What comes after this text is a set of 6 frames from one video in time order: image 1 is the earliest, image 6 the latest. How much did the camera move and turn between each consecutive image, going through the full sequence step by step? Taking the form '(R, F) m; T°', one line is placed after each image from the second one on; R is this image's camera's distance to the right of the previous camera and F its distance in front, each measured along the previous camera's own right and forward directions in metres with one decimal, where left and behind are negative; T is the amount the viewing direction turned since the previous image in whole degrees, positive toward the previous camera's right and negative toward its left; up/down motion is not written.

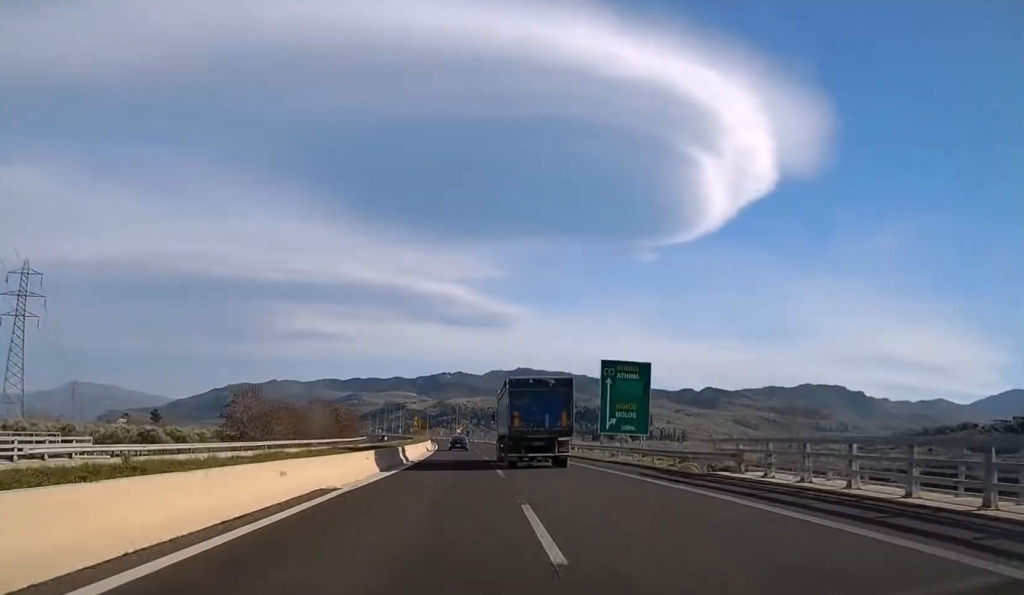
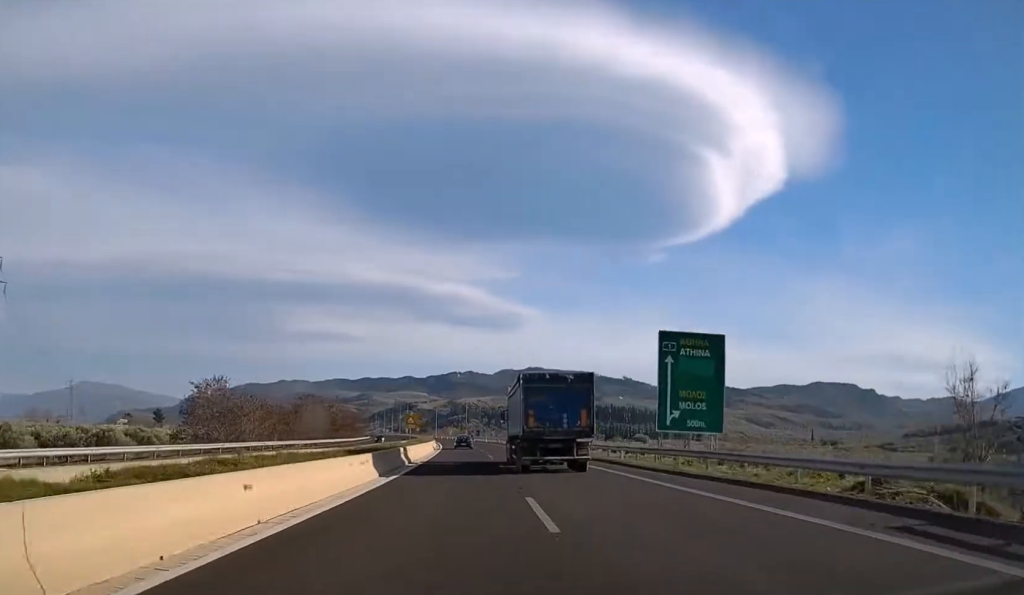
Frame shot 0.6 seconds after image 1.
(-0.1, +16.2) m; -1°
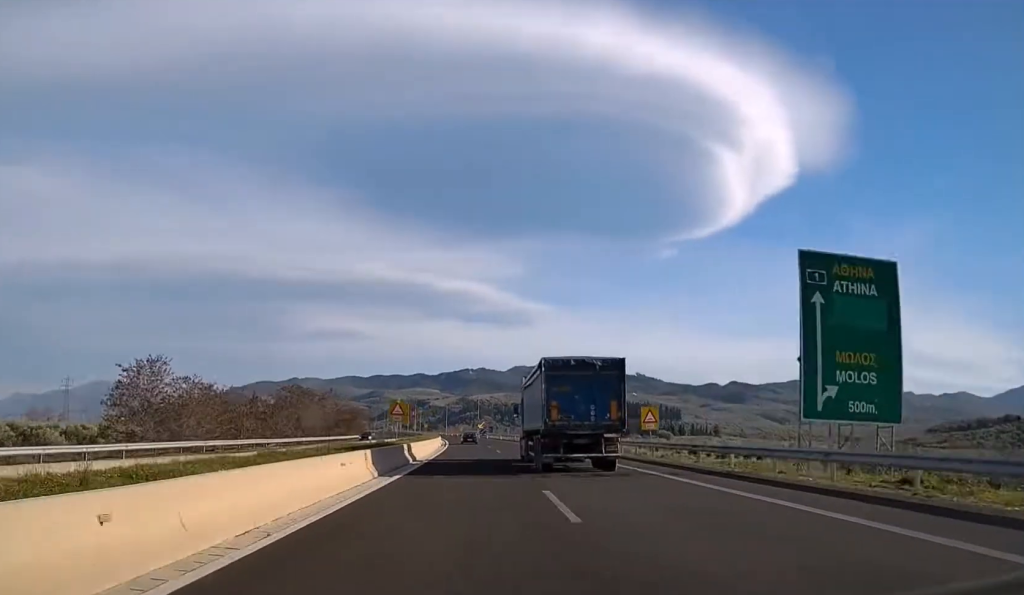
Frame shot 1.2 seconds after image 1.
(0.0, +17.9) m; -1°
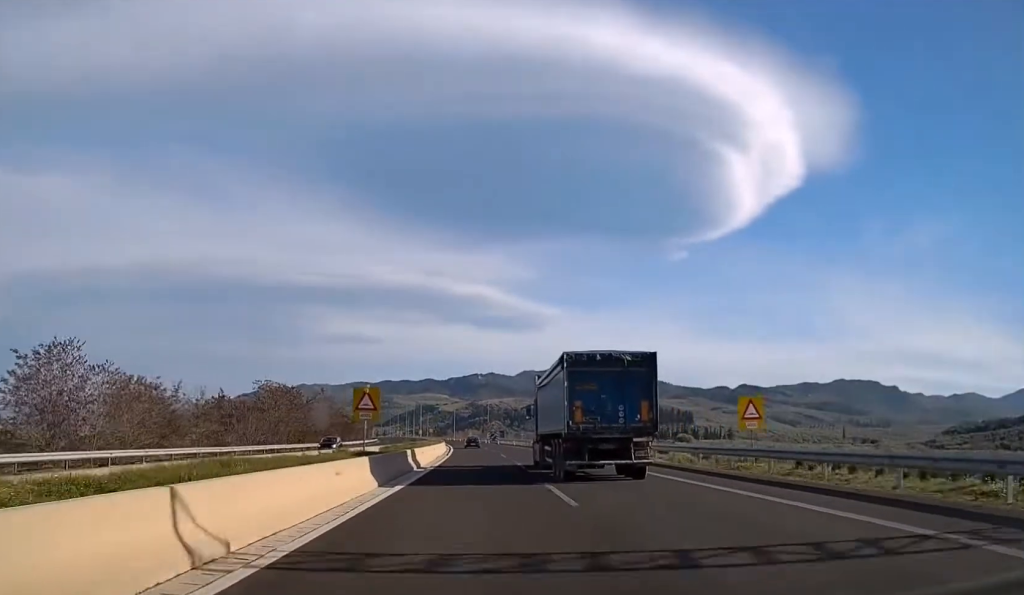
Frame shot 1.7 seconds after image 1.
(-0.3, +14.8) m; -1°
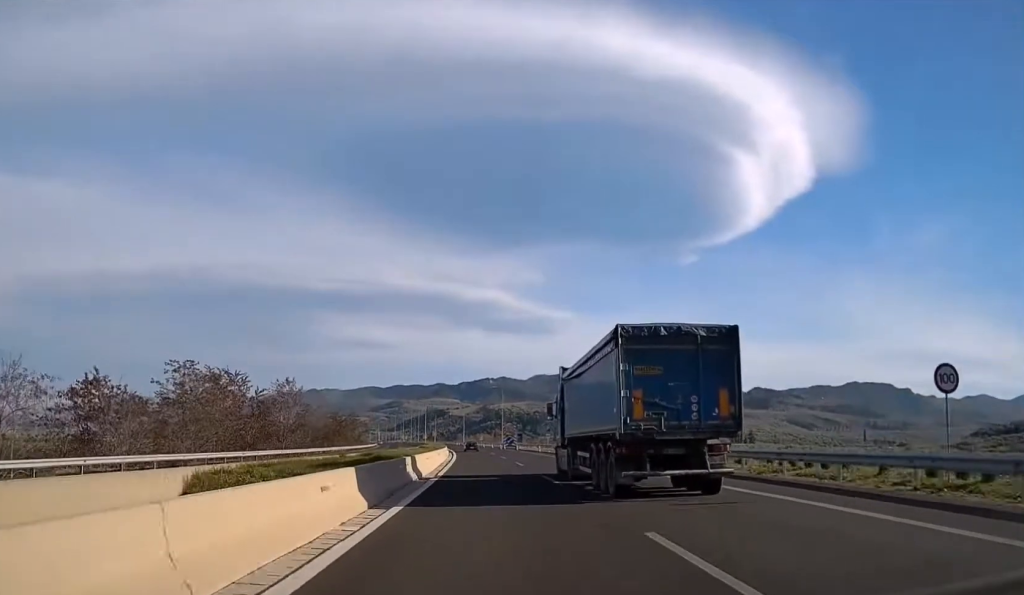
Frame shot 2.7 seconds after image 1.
(-0.2, +27.7) m; -1°
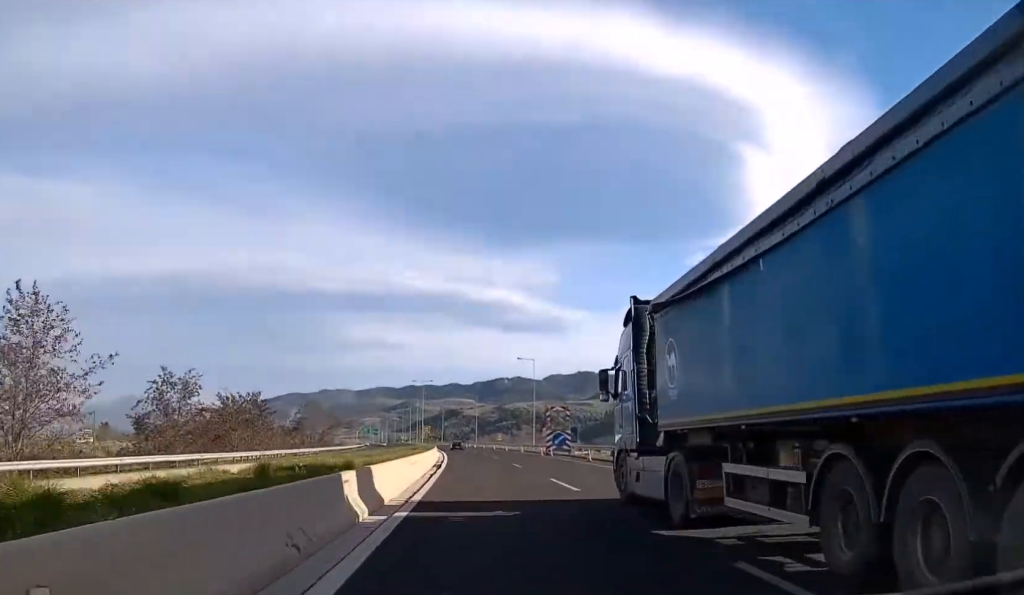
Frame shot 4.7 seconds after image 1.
(-1.1, +54.4) m; -2°
